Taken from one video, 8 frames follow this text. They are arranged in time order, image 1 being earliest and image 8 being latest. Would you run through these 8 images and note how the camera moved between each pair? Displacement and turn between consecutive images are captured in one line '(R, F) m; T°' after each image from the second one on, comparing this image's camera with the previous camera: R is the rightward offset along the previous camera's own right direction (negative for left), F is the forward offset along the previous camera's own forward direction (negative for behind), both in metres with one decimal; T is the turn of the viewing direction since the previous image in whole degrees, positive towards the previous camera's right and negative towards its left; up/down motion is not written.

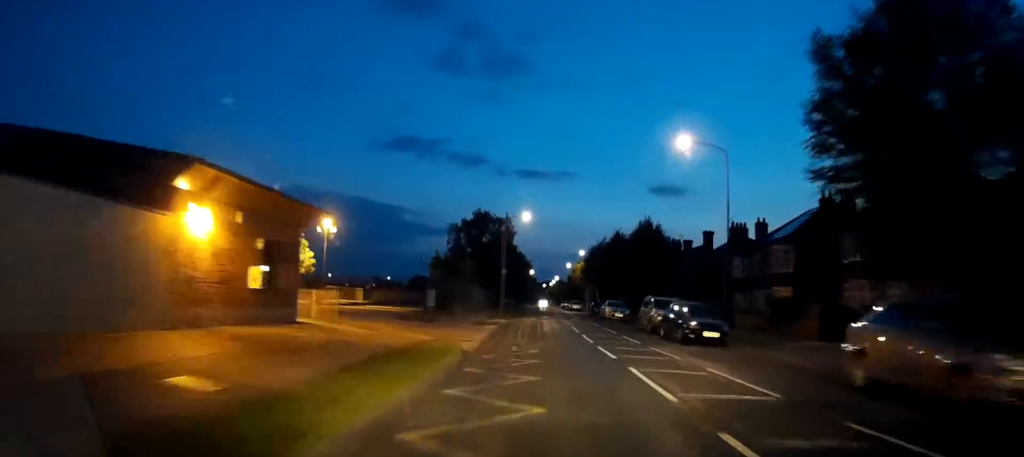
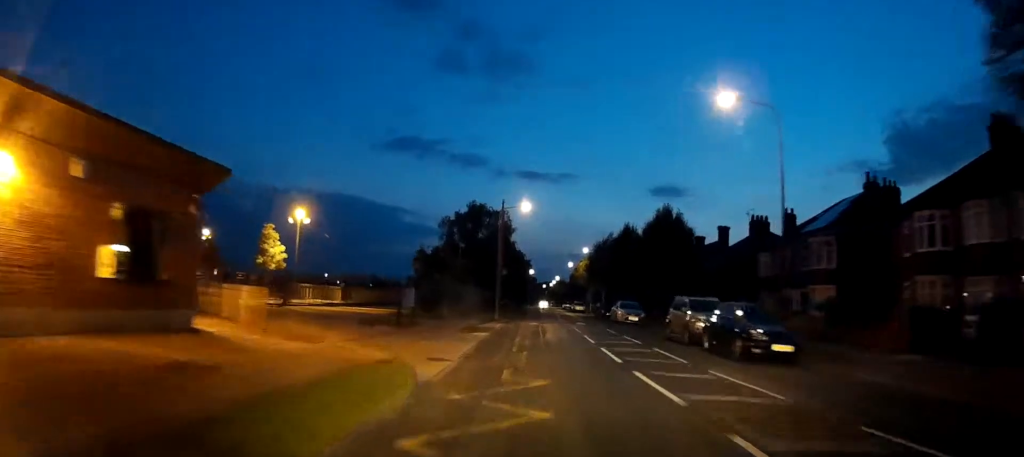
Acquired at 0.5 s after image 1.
(-0.2, +6.4) m; -1°
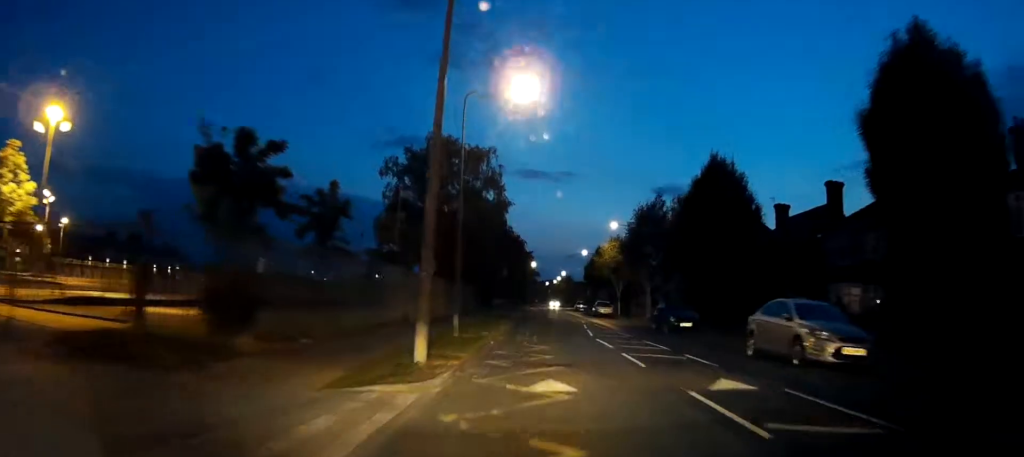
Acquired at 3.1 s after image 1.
(+0.2, +28.3) m; +1°
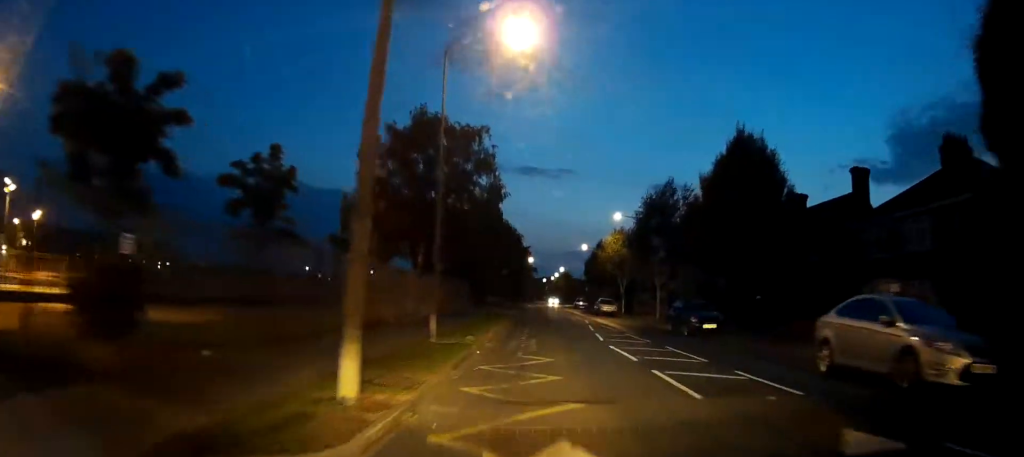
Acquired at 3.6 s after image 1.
(+0.1, +4.9) m; 0°
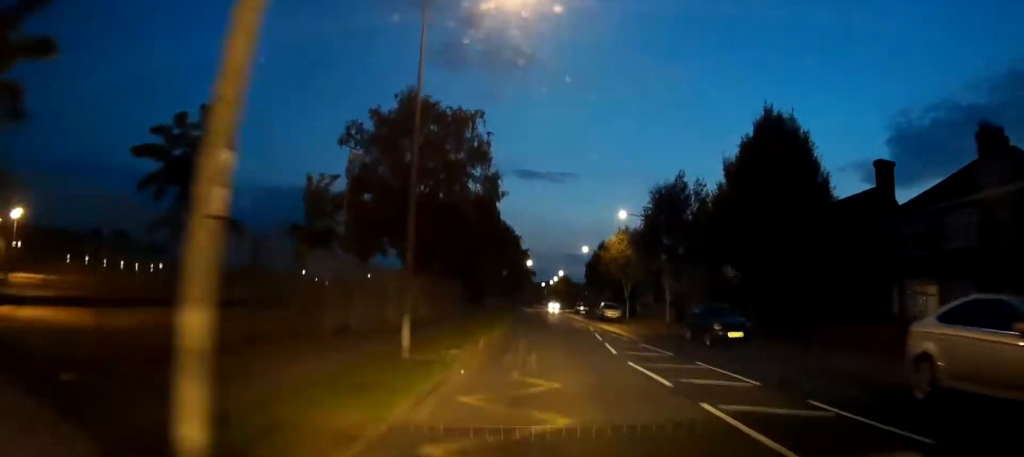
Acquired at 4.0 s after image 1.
(0.0, +3.9) m; 0°
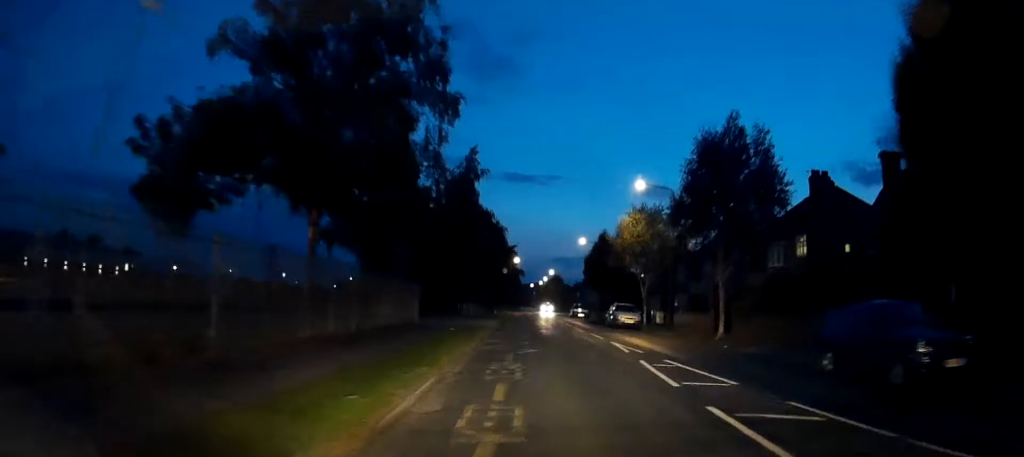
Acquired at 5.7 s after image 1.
(-0.2, +13.6) m; +3°
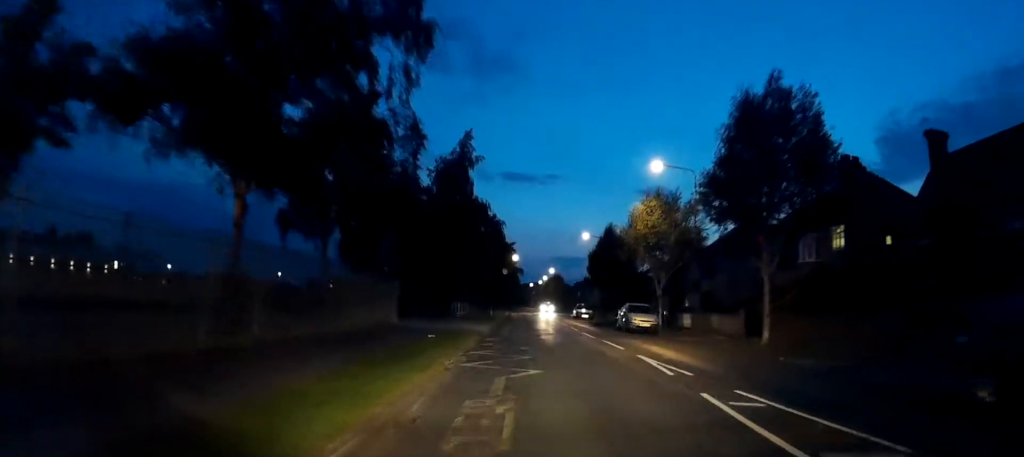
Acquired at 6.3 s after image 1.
(+0.2, +4.4) m; +2°
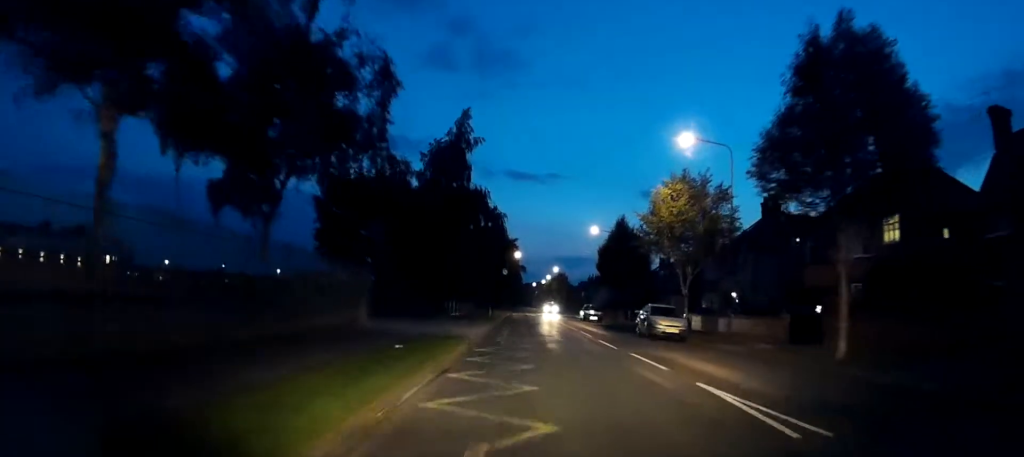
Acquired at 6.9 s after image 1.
(+0.1, +4.6) m; +1°
